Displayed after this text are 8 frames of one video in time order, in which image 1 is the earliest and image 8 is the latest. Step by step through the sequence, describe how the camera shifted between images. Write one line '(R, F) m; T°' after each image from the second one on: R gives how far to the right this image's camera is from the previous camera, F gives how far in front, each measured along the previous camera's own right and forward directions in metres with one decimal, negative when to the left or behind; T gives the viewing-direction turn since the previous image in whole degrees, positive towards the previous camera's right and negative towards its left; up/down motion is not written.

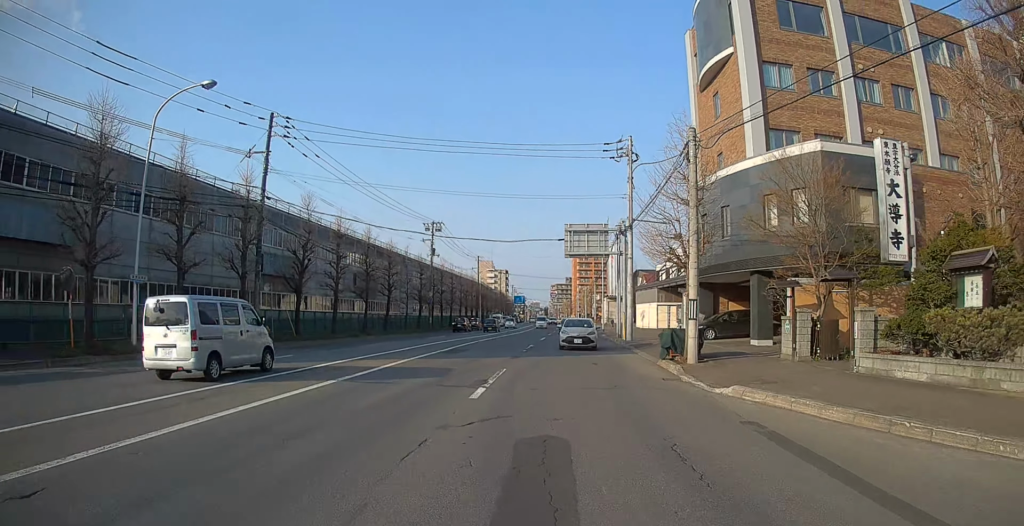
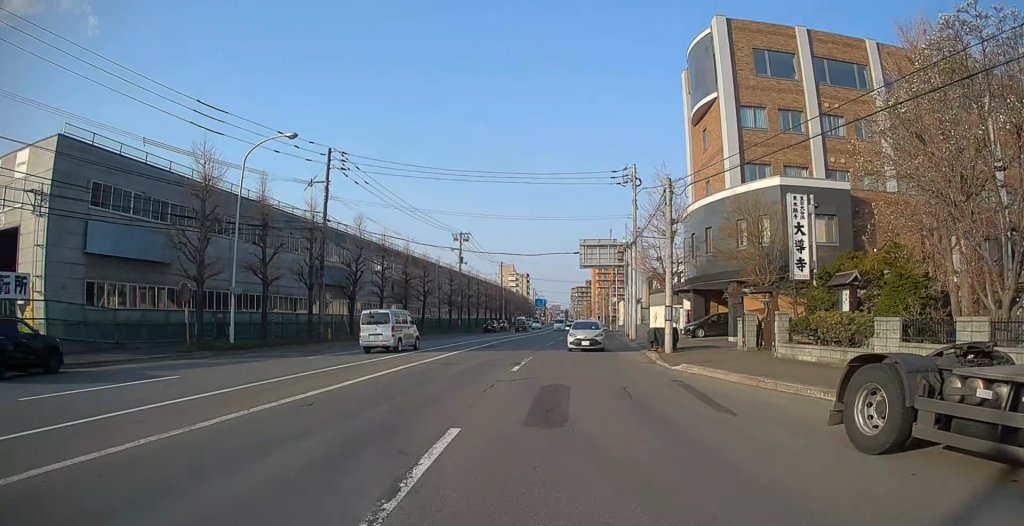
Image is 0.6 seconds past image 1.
(-0.2, +6.6) m; -1°
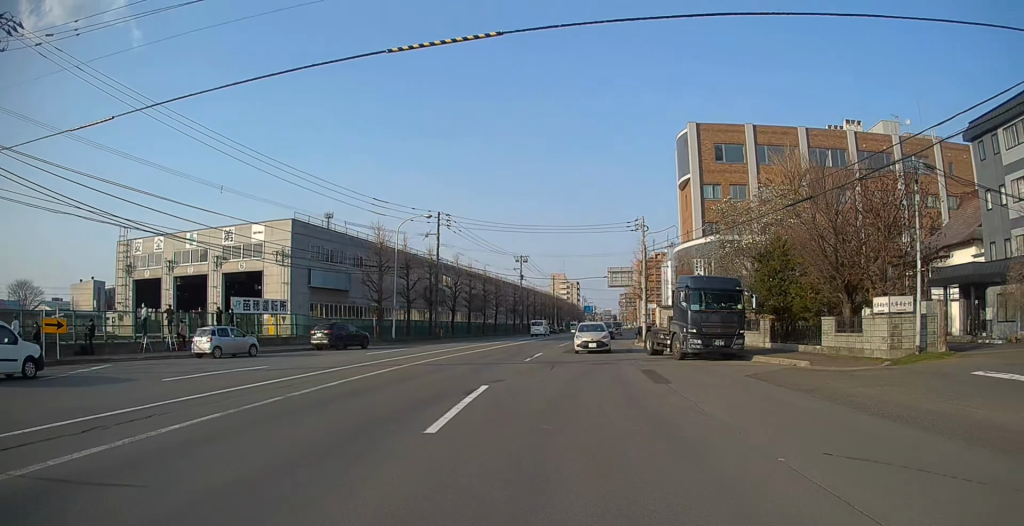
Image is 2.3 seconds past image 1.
(+0.6, +20.8) m; +2°
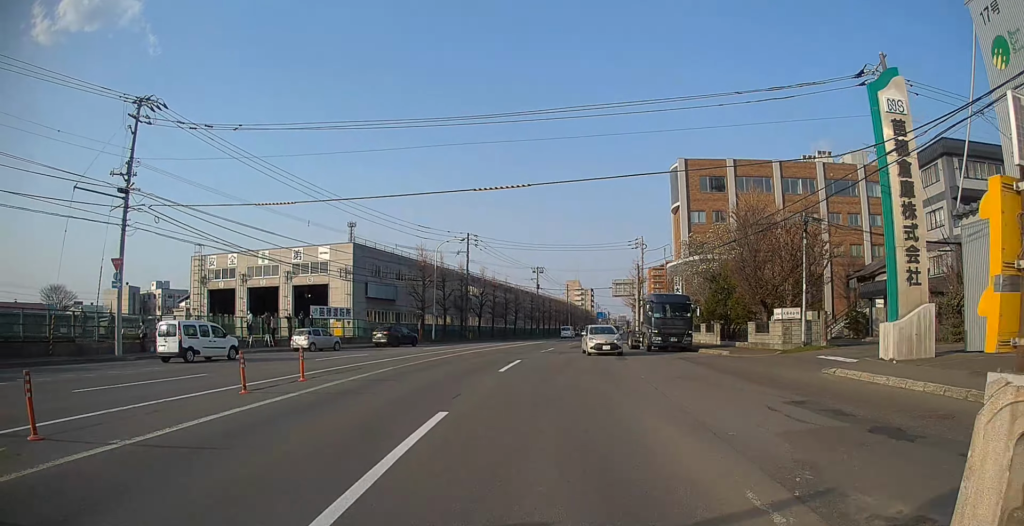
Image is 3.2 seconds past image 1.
(0.0, +10.6) m; -2°
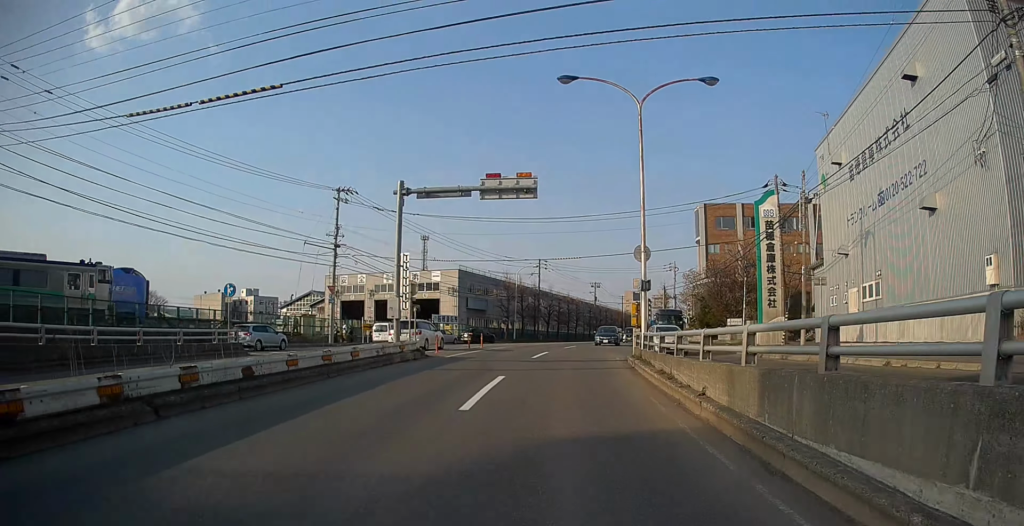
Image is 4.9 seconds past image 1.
(-1.0, +20.3) m; -8°
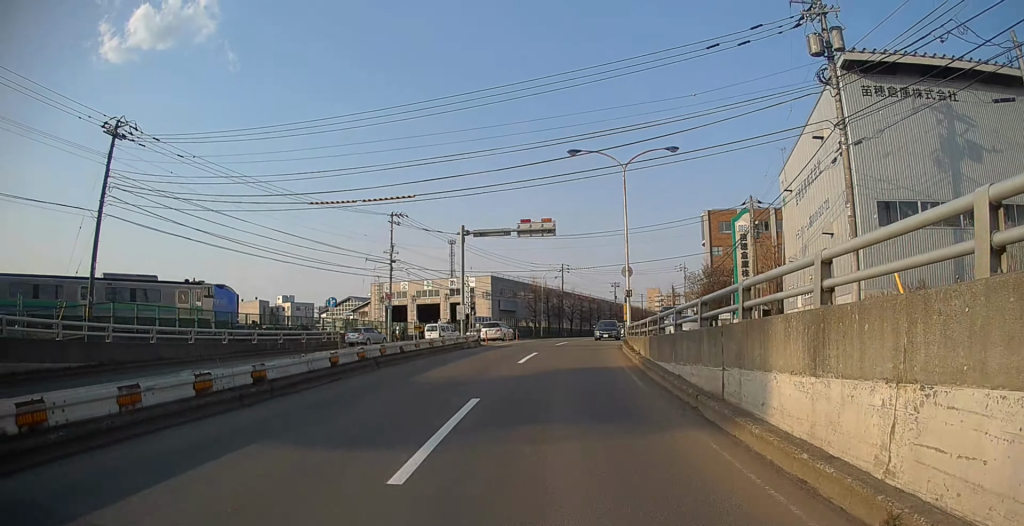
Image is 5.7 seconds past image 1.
(-0.5, +9.9) m; -5°
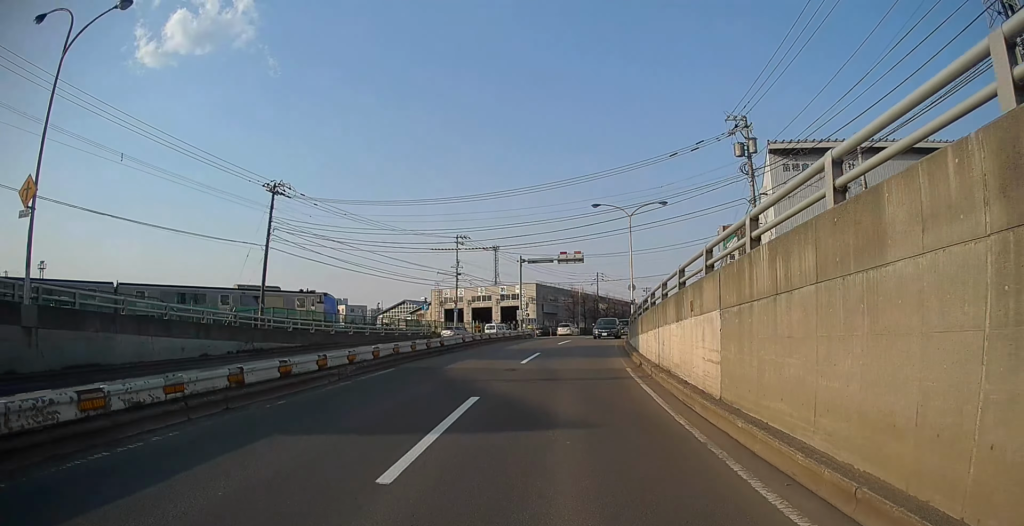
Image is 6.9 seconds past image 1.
(-0.9, +14.6) m; -4°
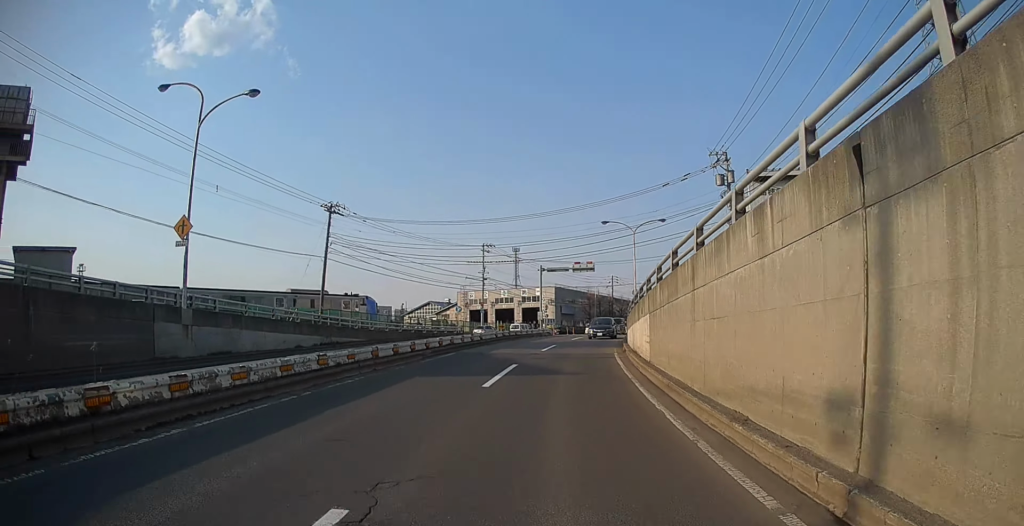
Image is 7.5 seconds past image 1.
(0.0, +8.1) m; -1°
